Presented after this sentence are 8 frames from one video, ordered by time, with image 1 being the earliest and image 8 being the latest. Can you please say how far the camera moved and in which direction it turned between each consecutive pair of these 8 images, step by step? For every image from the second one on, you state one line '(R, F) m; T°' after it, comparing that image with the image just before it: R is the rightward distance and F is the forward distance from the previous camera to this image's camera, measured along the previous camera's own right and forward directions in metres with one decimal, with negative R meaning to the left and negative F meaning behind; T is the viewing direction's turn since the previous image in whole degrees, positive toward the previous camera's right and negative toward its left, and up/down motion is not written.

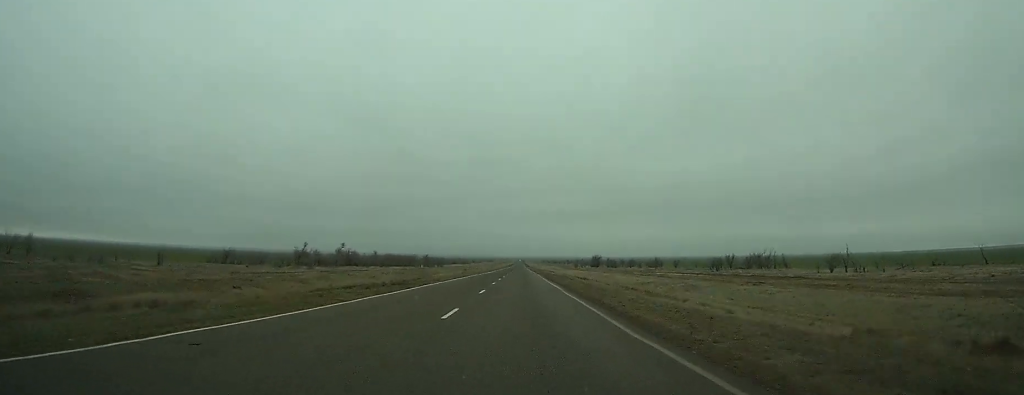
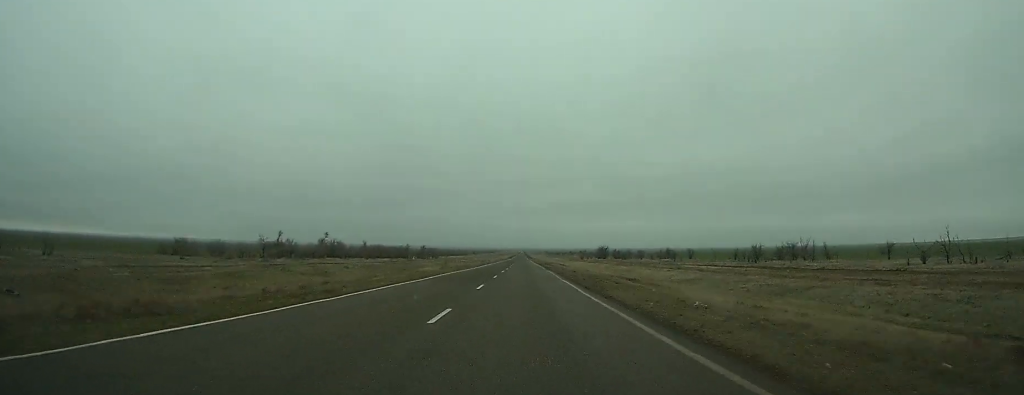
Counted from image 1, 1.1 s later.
(0.0, +27.0) m; 0°
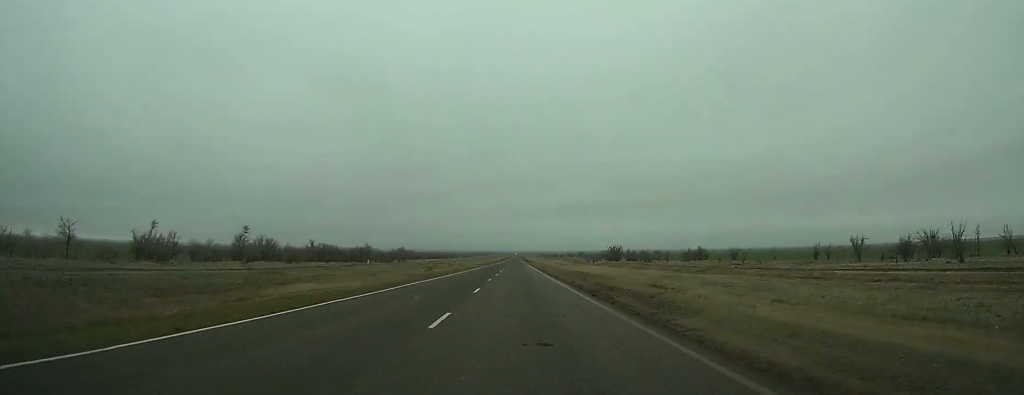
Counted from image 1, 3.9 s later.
(+0.3, +69.6) m; 0°
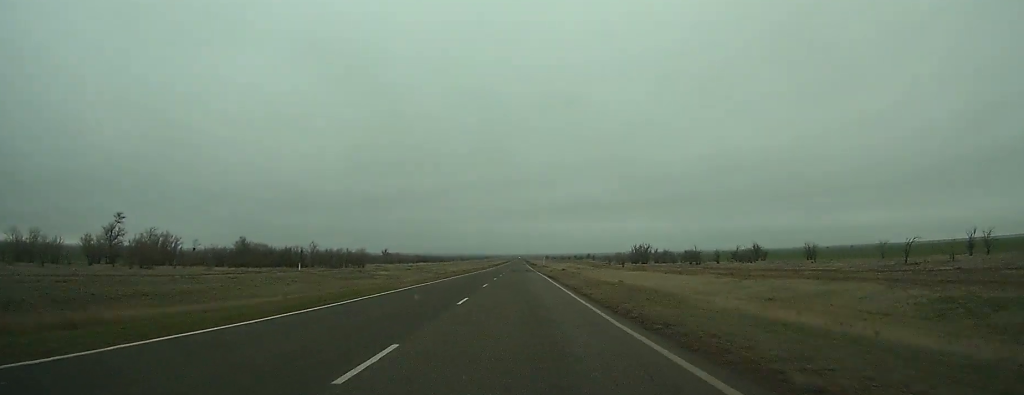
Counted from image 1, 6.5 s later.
(0.0, +64.8) m; 0°
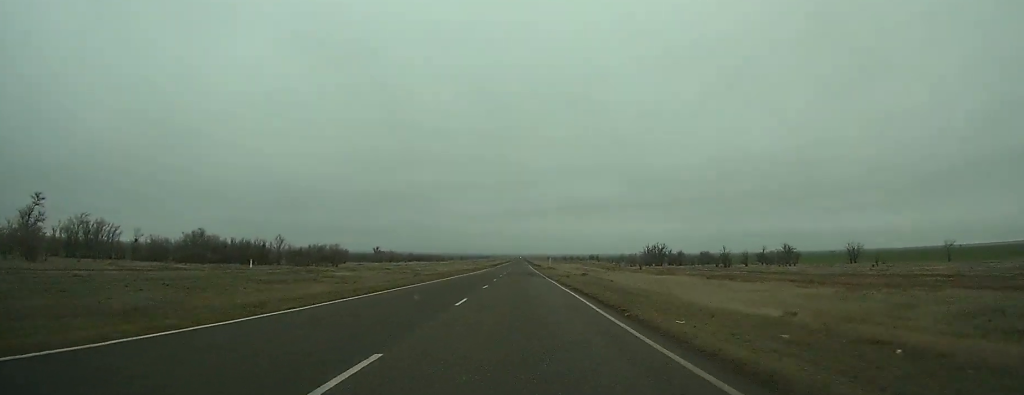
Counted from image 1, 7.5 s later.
(0.0, +26.3) m; 0°
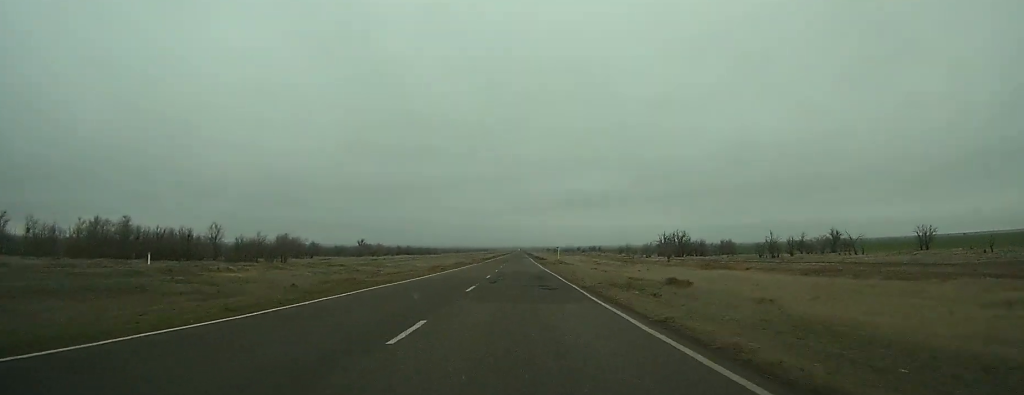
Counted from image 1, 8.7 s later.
(0.0, +33.2) m; 0°
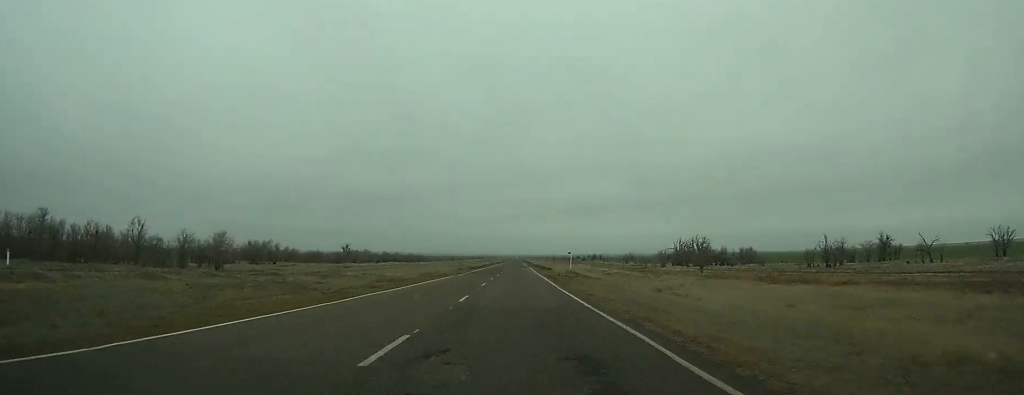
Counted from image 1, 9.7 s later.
(-0.1, +25.2) m; 0°
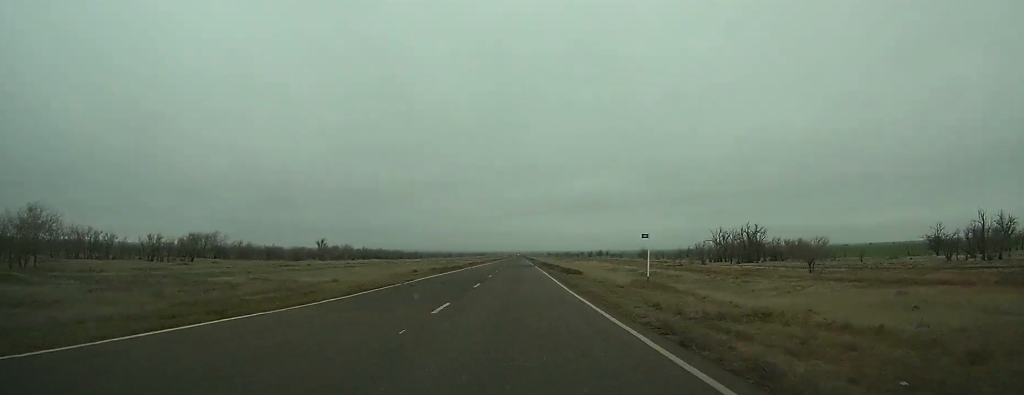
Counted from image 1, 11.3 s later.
(0.0, +39.6) m; 0°
